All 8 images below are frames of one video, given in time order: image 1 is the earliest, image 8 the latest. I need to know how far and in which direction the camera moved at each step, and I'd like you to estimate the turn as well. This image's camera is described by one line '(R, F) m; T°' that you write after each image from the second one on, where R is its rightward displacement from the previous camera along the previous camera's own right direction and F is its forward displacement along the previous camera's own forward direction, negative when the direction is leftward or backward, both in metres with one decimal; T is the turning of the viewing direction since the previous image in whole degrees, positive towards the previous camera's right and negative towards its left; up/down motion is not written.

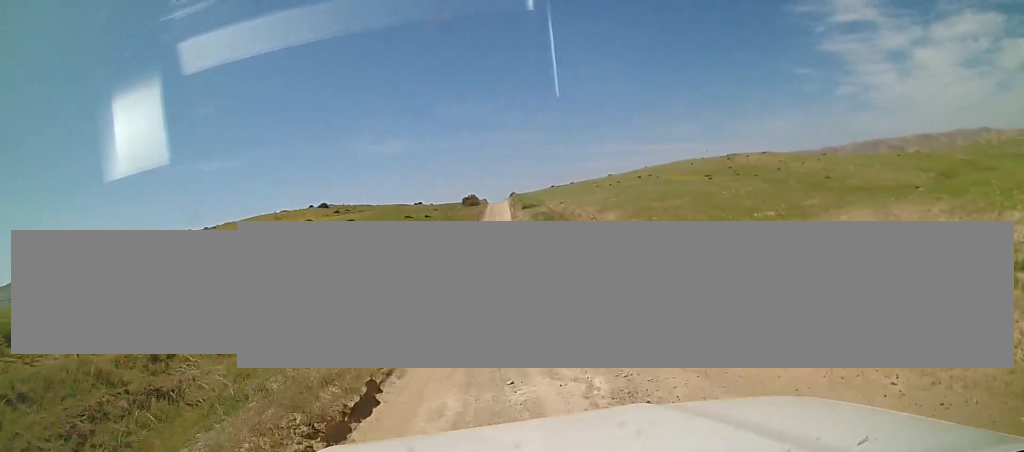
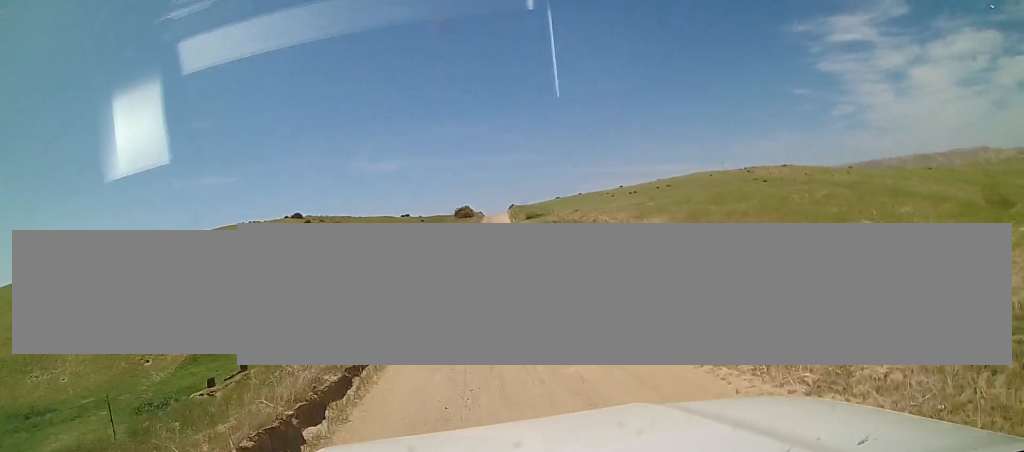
(0.0, +19.1) m; 0°
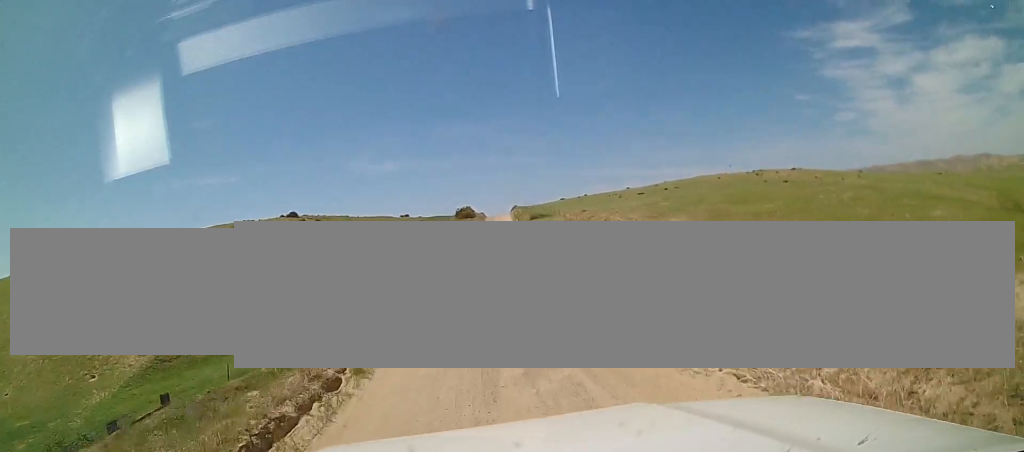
(+0.1, +4.5) m; 0°
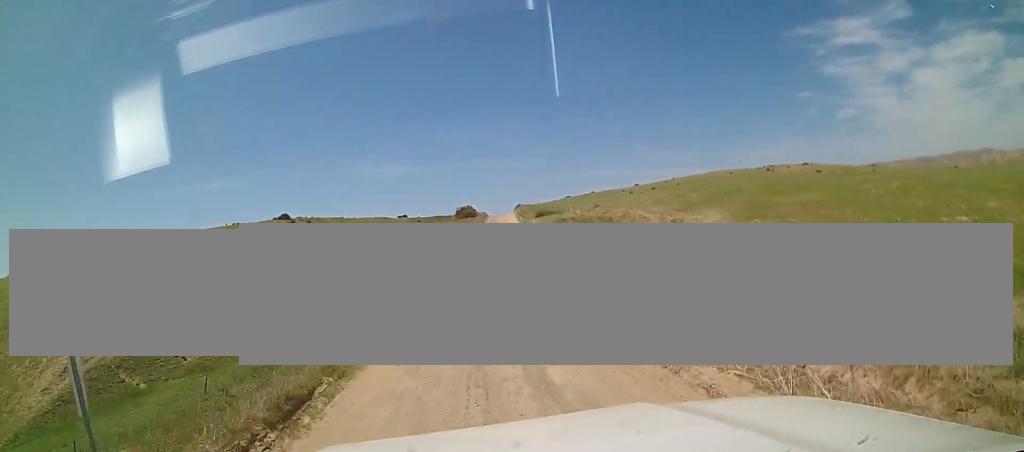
(-0.1, +6.7) m; -3°
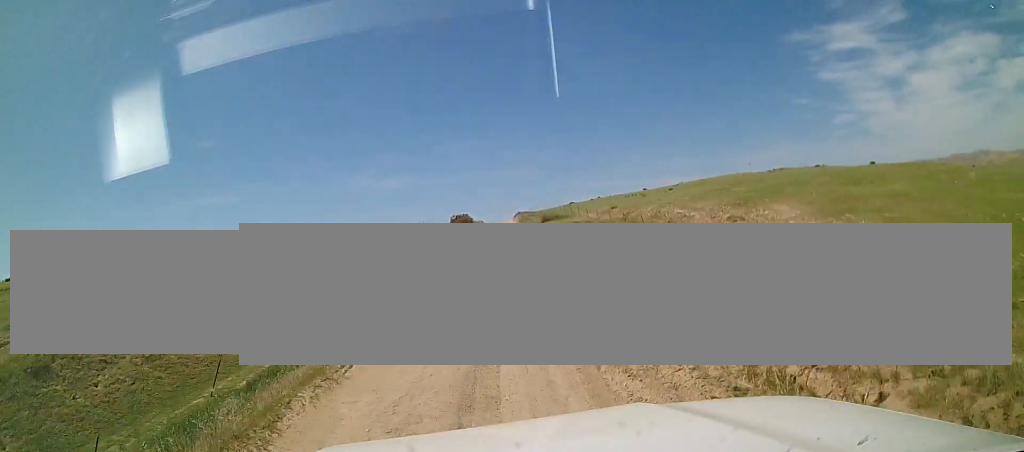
(-0.5, +9.6) m; +2°
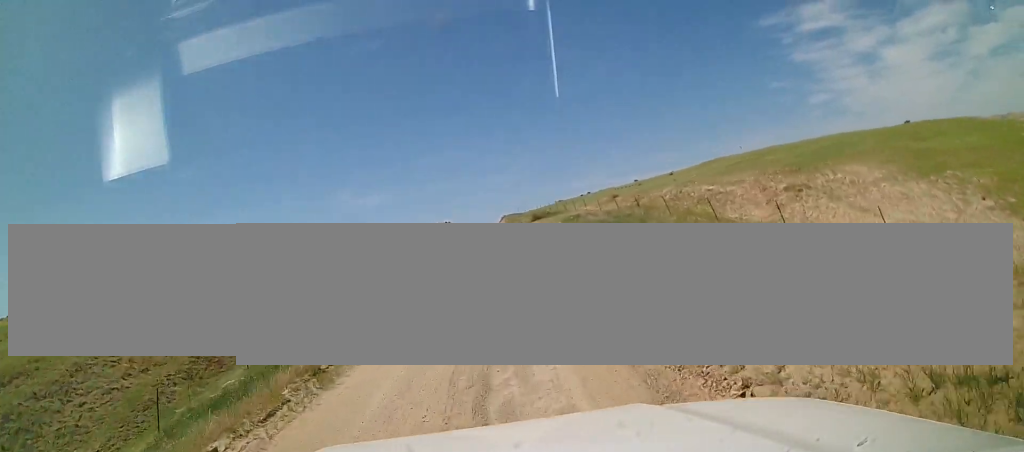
(+0.6, +7.9) m; +2°
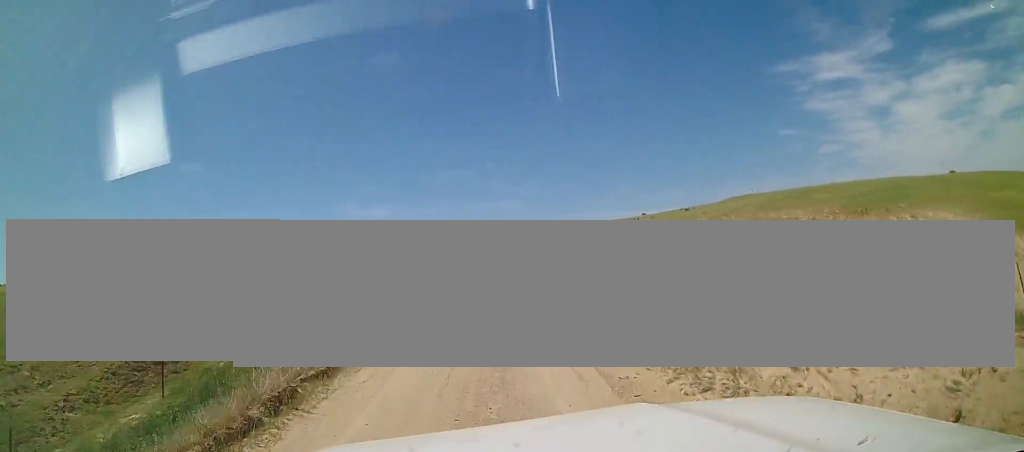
(+0.1, +4.7) m; +1°
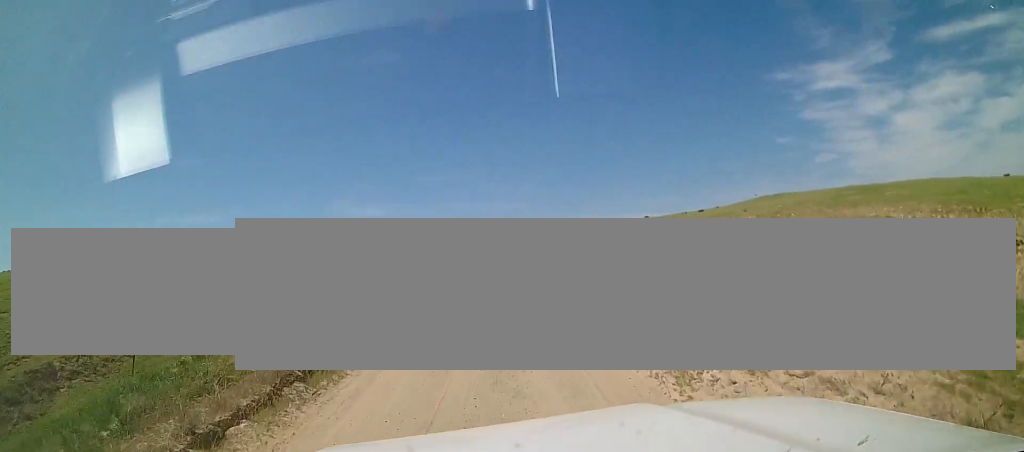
(-0.5, +6.6) m; 0°
